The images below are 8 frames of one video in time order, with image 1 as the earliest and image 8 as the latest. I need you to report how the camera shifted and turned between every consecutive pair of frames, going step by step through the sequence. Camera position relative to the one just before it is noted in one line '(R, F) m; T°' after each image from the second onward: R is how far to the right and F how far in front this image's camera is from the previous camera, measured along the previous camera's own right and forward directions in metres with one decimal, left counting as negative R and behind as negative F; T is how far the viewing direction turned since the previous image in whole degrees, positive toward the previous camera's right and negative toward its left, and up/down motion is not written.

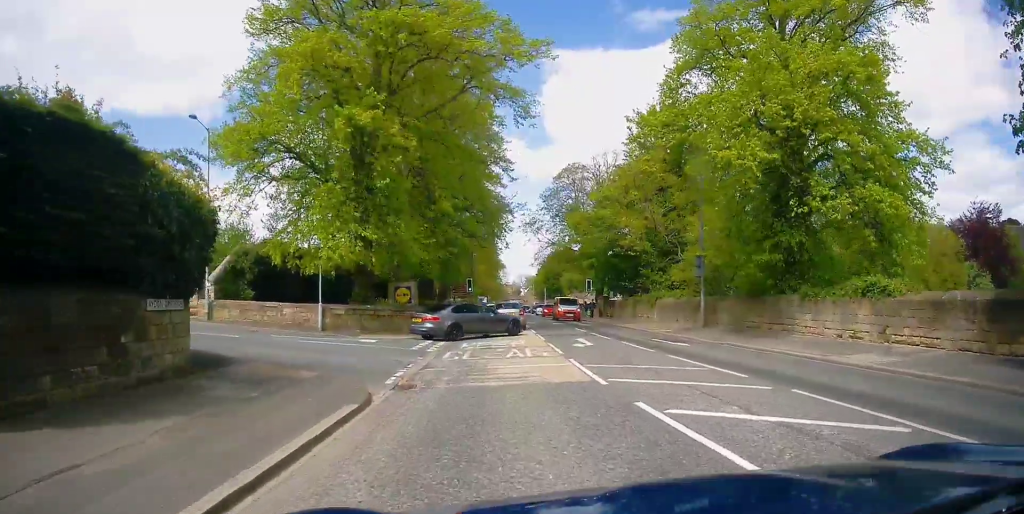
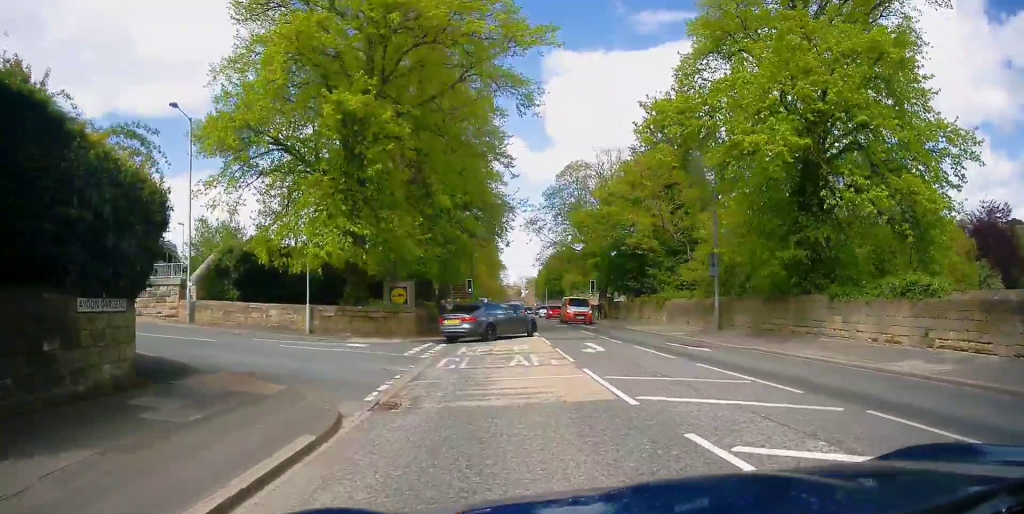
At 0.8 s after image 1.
(0.0, +1.8) m; +1°
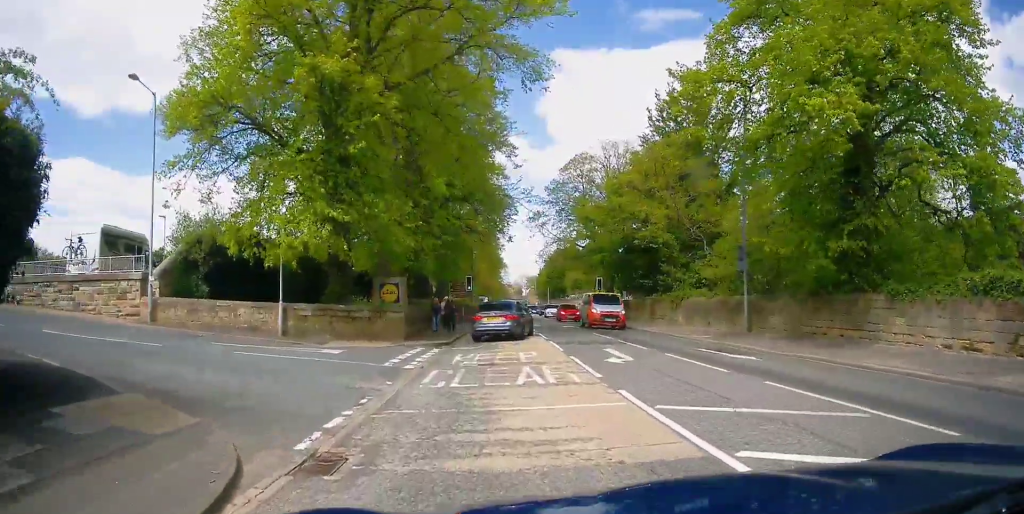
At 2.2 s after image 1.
(0.0, +3.0) m; 0°
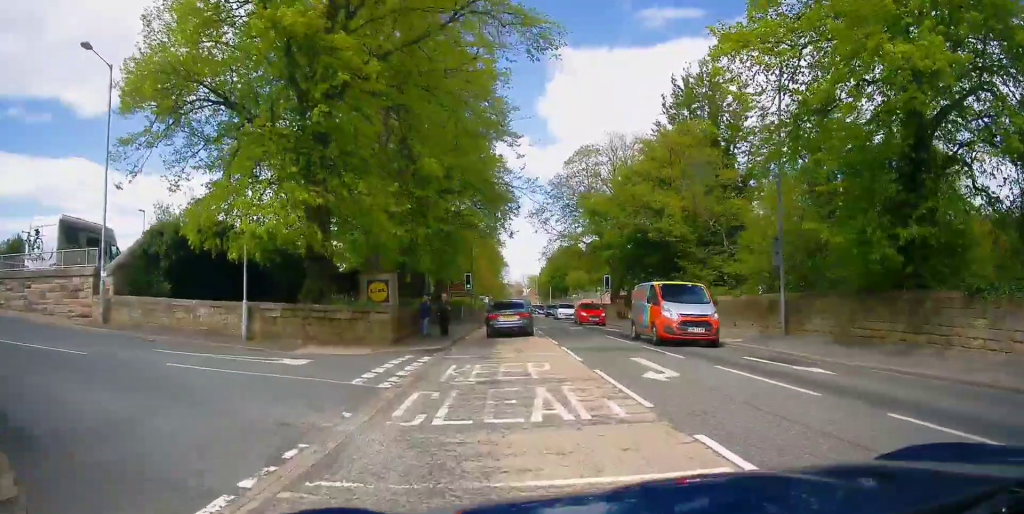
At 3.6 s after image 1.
(0.0, +3.1) m; -2°
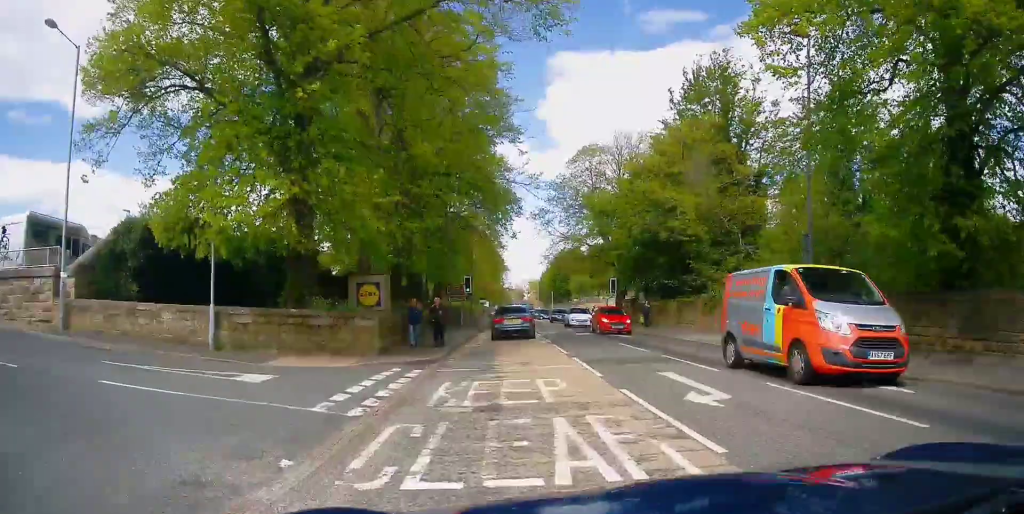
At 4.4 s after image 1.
(0.0, +1.9) m; -4°
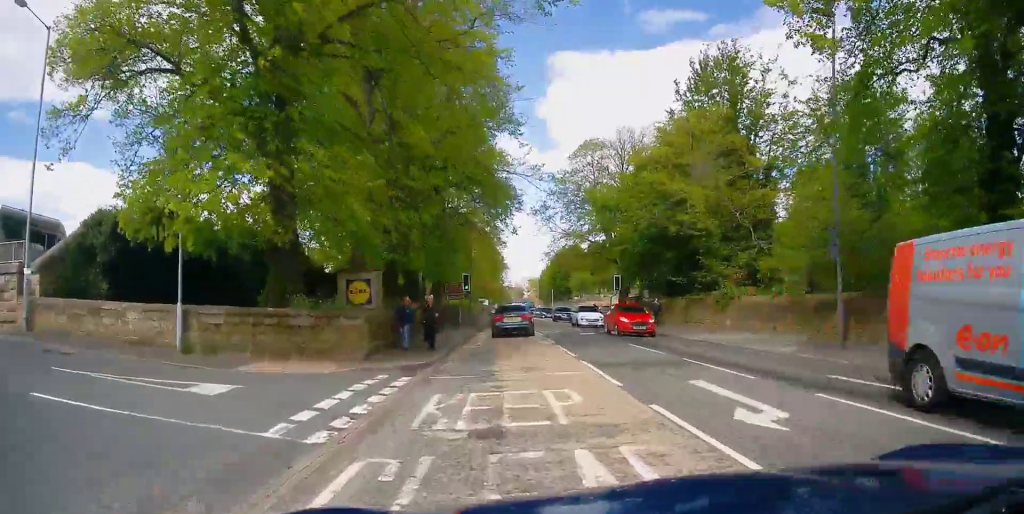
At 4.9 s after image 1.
(-0.1, +1.6) m; 0°
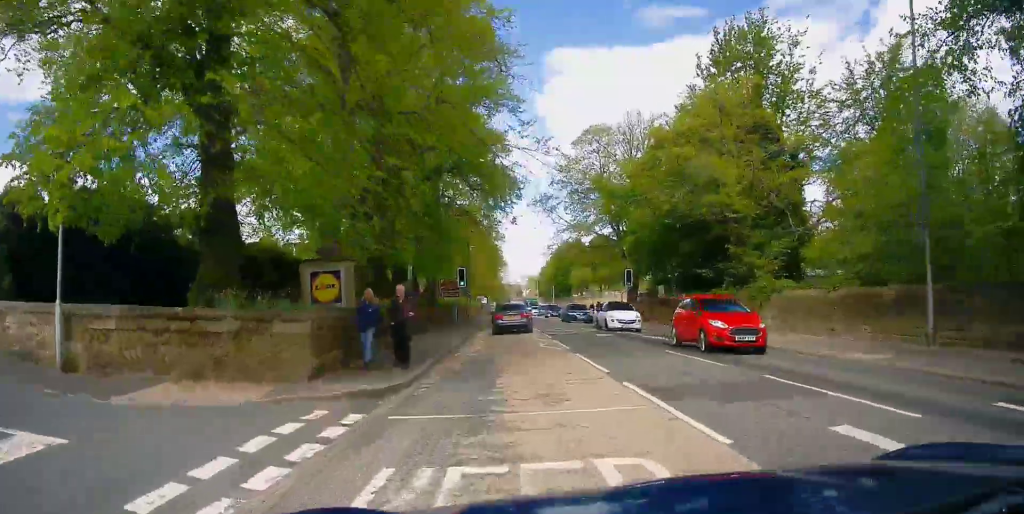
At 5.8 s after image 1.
(0.0, +3.8) m; 0°
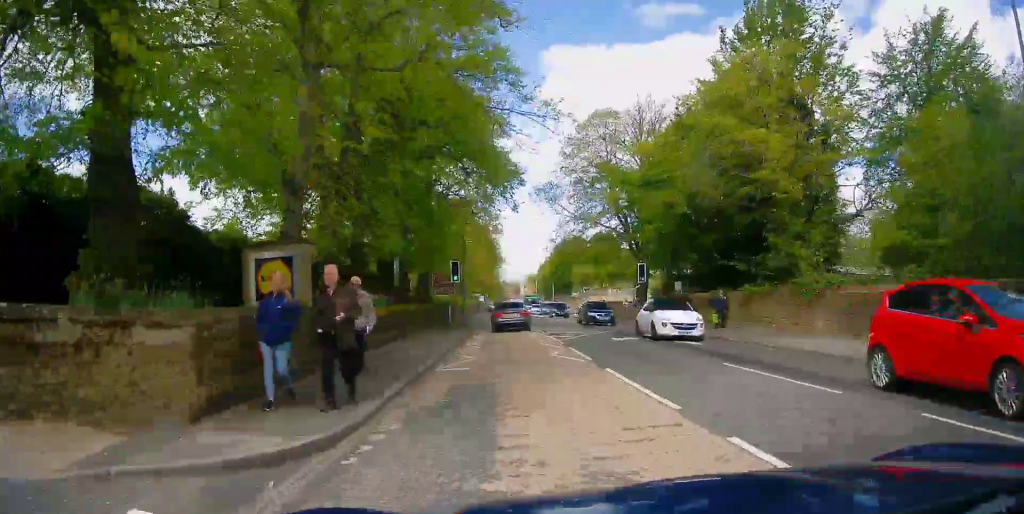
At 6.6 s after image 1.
(+0.1, +3.6) m; +1°
